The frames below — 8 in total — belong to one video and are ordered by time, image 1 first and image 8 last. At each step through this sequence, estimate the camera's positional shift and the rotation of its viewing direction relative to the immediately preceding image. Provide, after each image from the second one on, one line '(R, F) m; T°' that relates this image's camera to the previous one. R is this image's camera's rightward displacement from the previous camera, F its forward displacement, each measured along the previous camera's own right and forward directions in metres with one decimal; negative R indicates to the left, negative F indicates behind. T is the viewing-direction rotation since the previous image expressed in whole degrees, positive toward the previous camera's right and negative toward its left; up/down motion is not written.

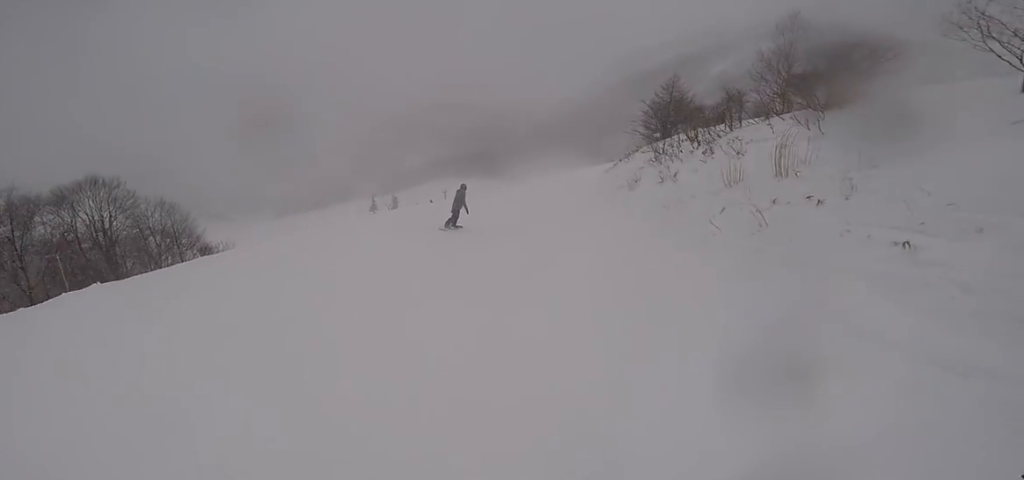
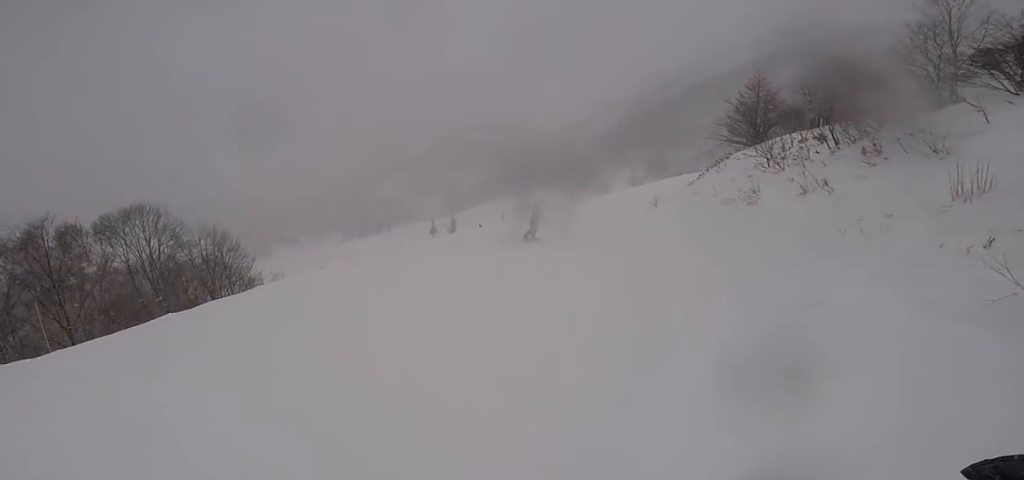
(-0.4, +3.7) m; -3°
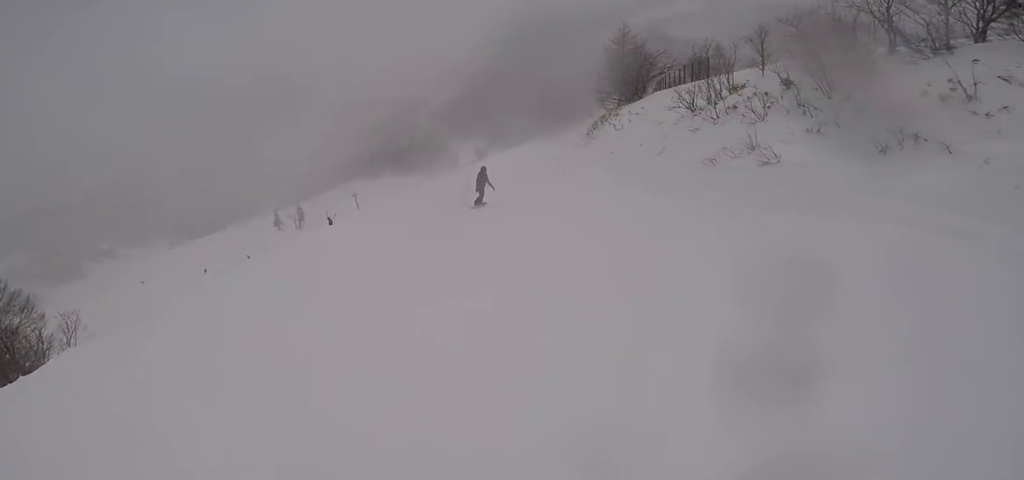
(+0.3, +5.3) m; +15°
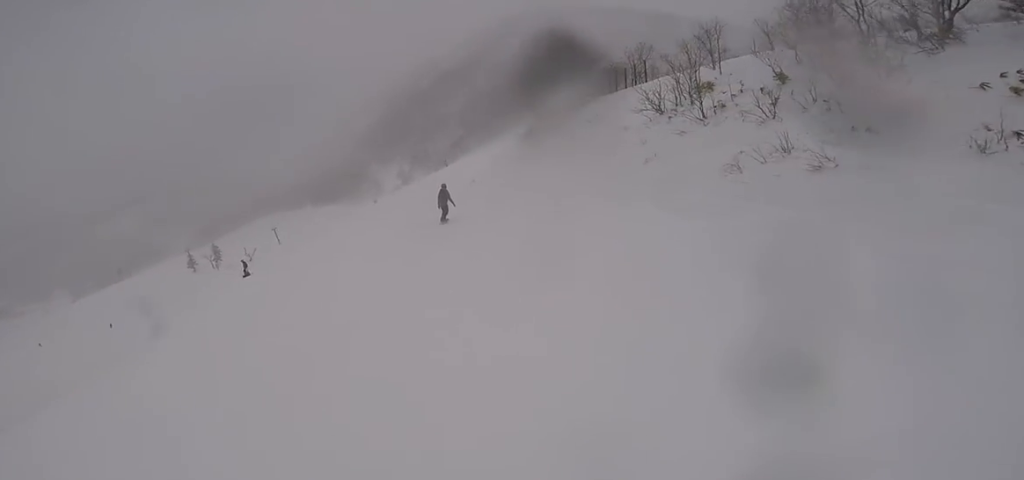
(0.0, +2.6) m; +14°
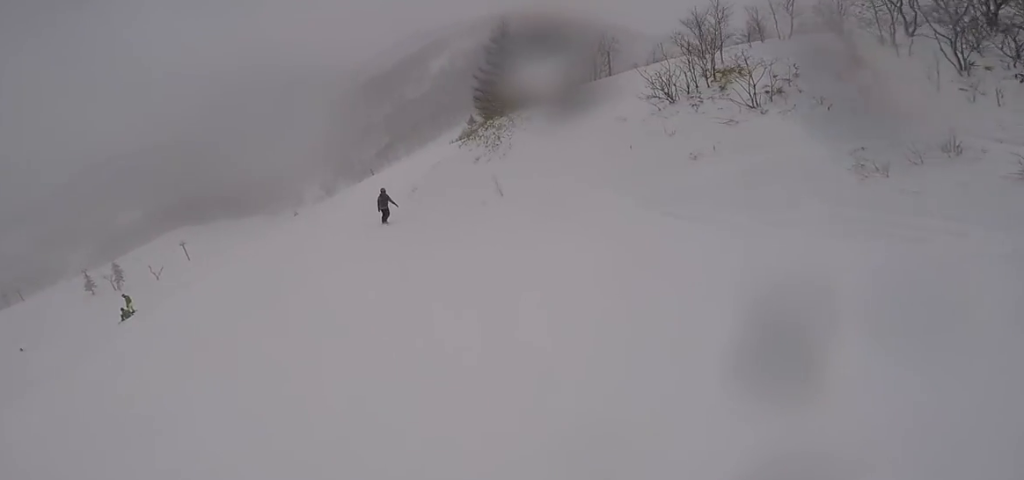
(+1.0, +3.6) m; +8°
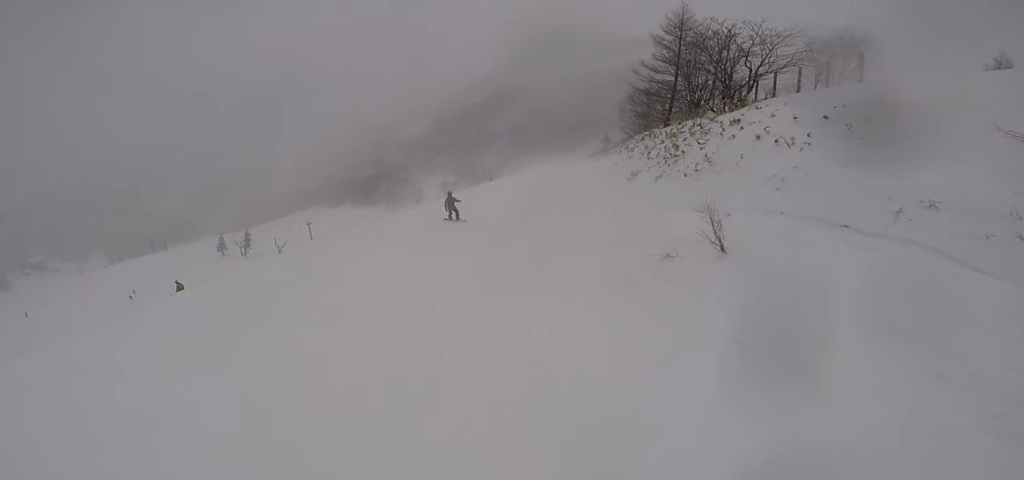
(-0.7, +6.6) m; -26°
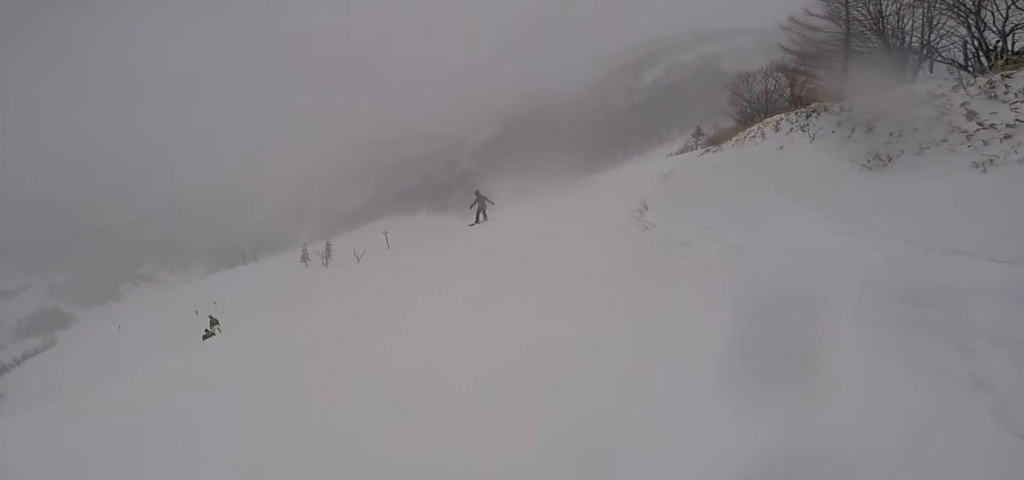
(-1.7, +5.0) m; -12°
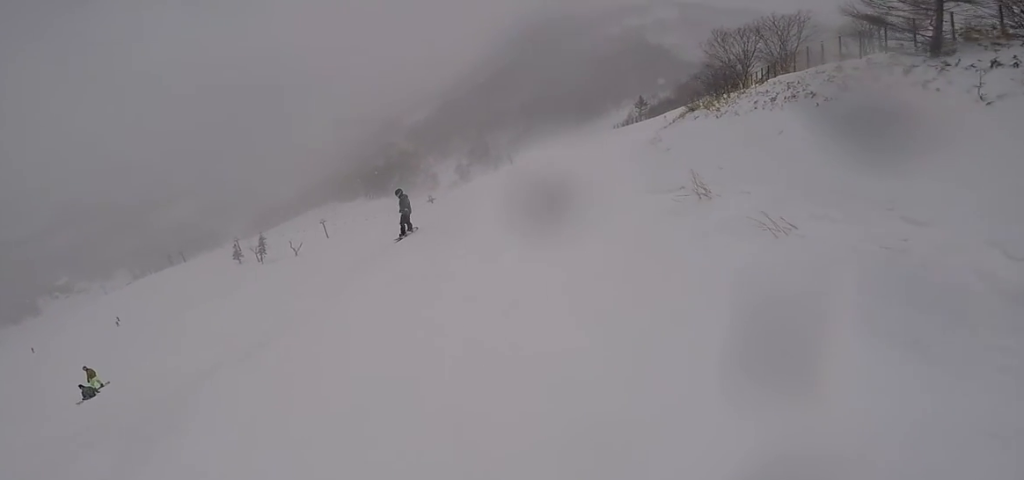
(+1.3, +3.6) m; +30°
